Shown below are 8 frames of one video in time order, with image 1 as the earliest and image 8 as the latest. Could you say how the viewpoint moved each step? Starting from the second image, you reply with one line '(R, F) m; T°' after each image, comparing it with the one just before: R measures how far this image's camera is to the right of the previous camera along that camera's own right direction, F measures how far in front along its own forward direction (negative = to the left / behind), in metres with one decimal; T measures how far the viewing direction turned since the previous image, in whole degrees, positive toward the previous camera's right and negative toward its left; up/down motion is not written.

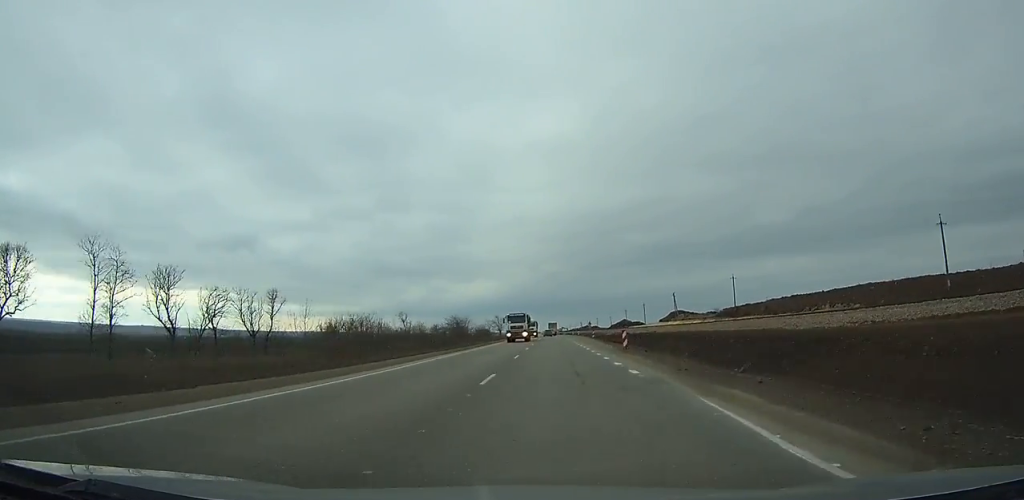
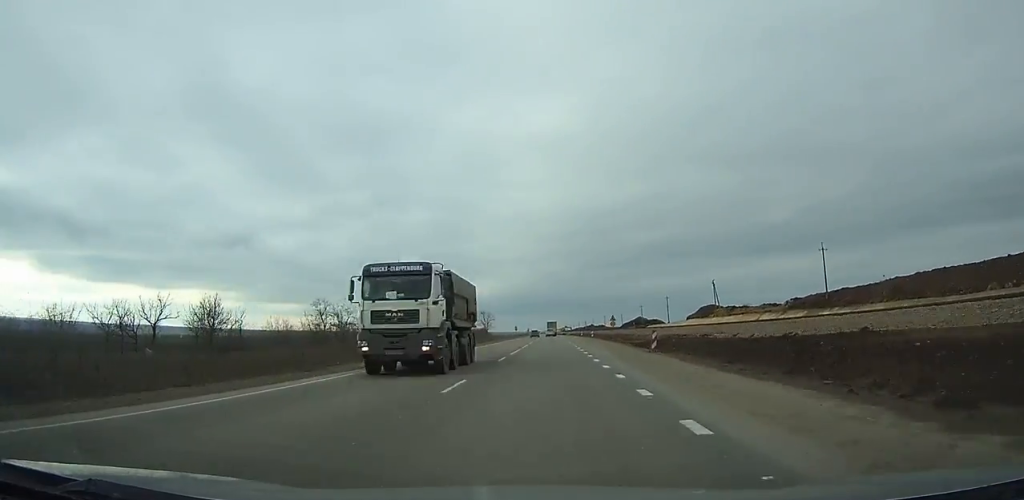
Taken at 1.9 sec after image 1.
(-0.1, +49.2) m; 0°
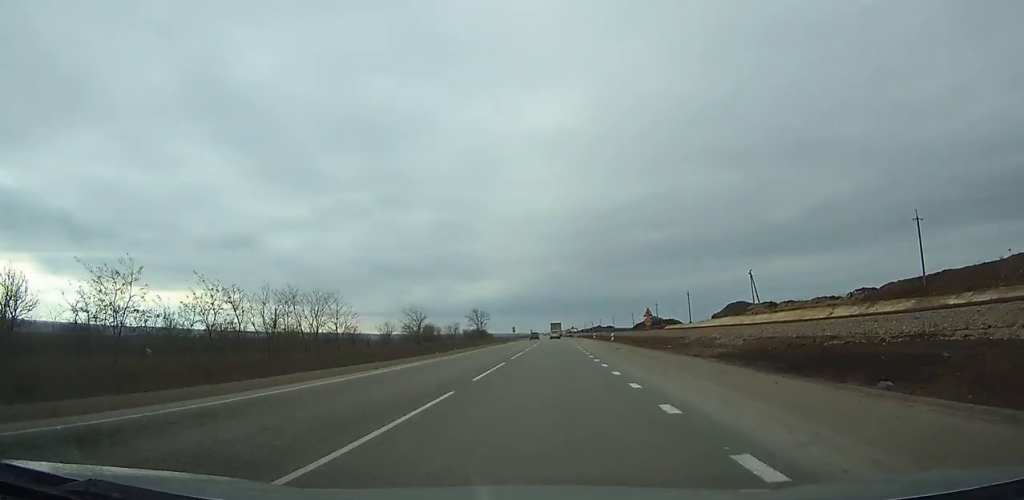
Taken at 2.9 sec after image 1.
(0.0, +26.0) m; 0°
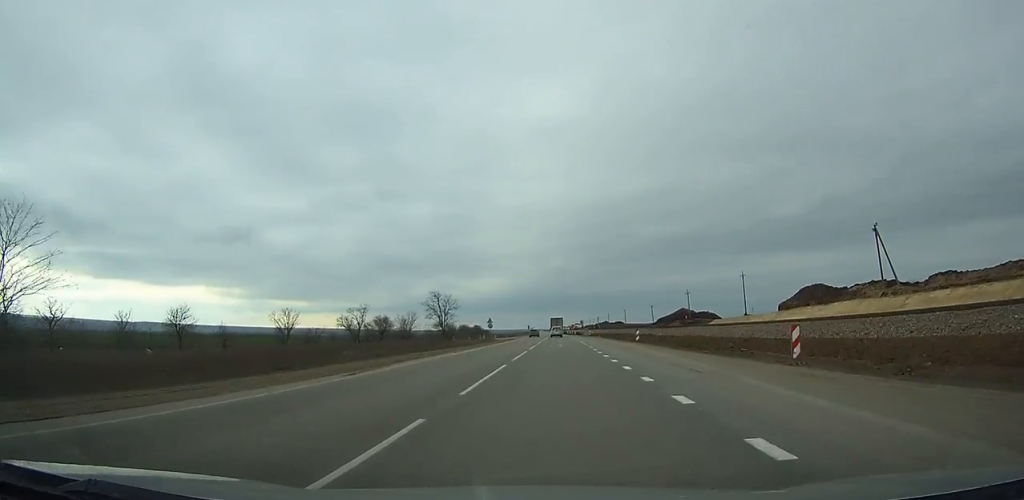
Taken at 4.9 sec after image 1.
(-0.2, +50.8) m; 0°
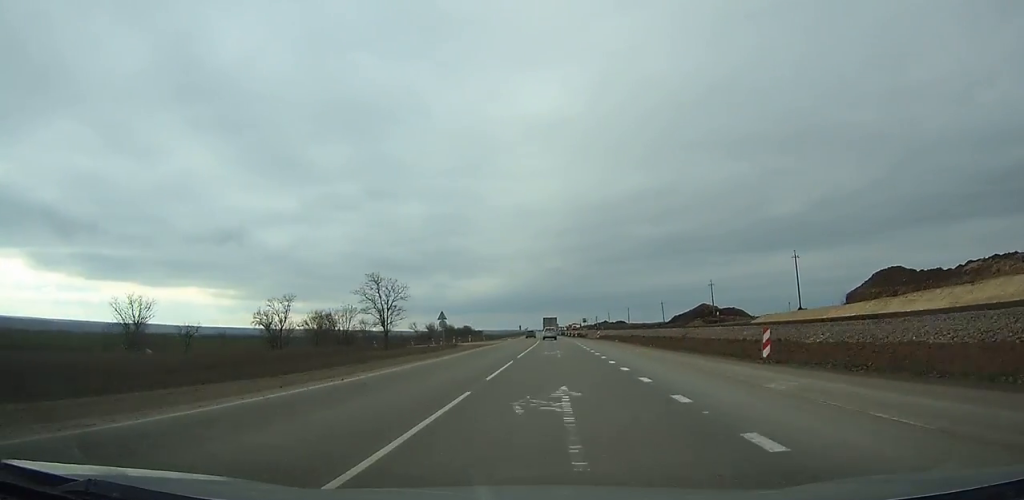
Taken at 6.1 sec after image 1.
(+0.1, +31.3) m; 0°
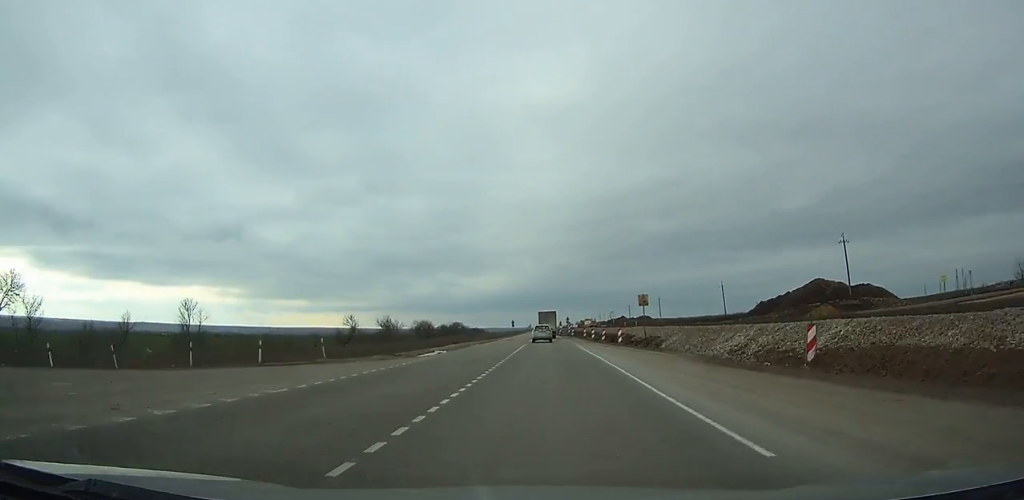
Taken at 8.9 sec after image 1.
(-0.3, +66.2) m; -1°
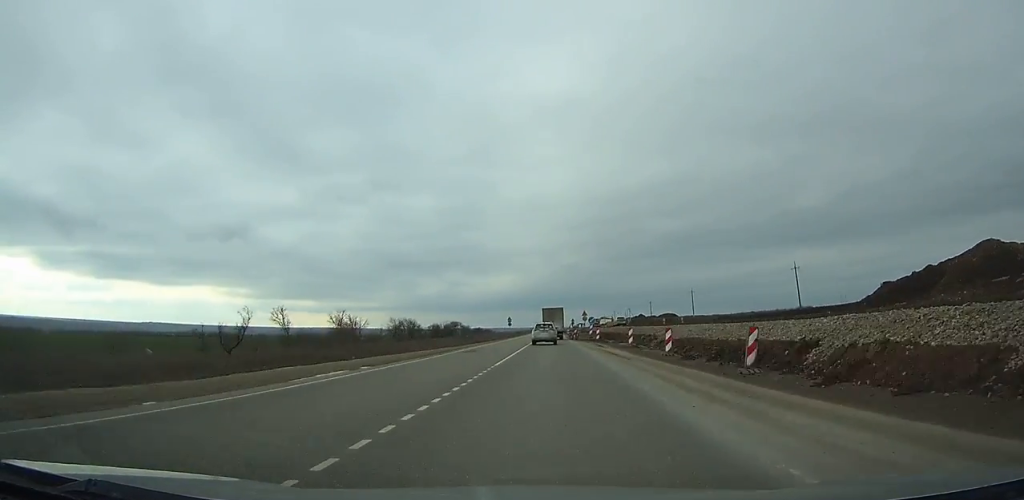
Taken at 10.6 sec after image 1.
(-0.3, +37.6) m; -1°
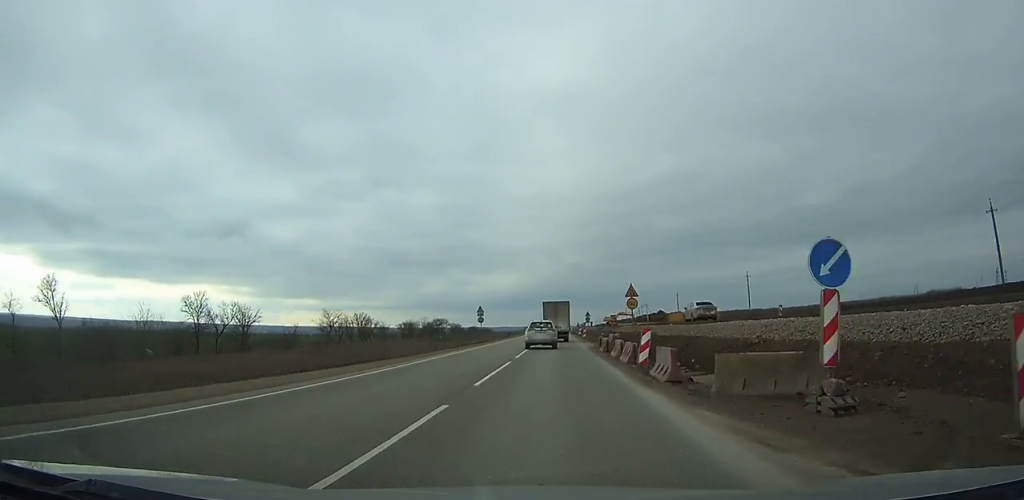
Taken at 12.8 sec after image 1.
(-0.2, +47.6) m; 0°
